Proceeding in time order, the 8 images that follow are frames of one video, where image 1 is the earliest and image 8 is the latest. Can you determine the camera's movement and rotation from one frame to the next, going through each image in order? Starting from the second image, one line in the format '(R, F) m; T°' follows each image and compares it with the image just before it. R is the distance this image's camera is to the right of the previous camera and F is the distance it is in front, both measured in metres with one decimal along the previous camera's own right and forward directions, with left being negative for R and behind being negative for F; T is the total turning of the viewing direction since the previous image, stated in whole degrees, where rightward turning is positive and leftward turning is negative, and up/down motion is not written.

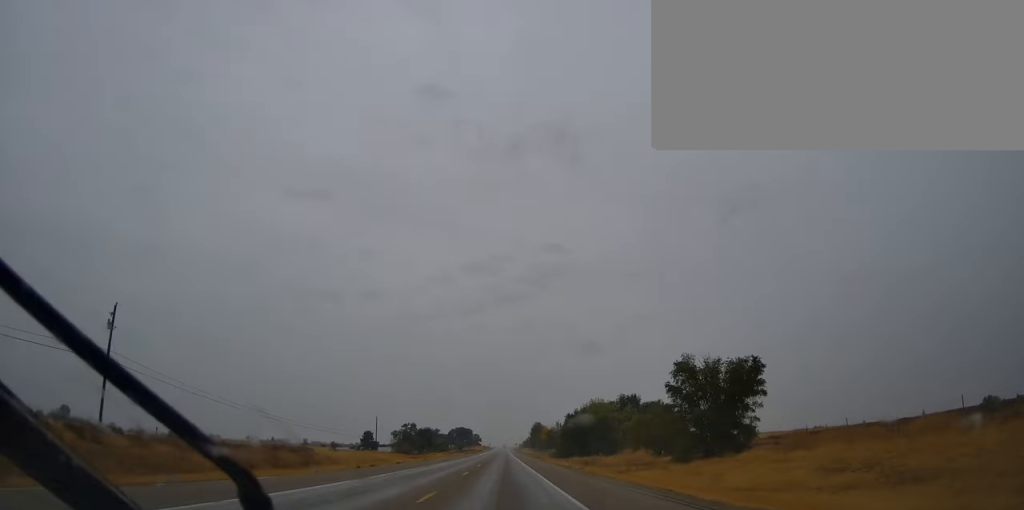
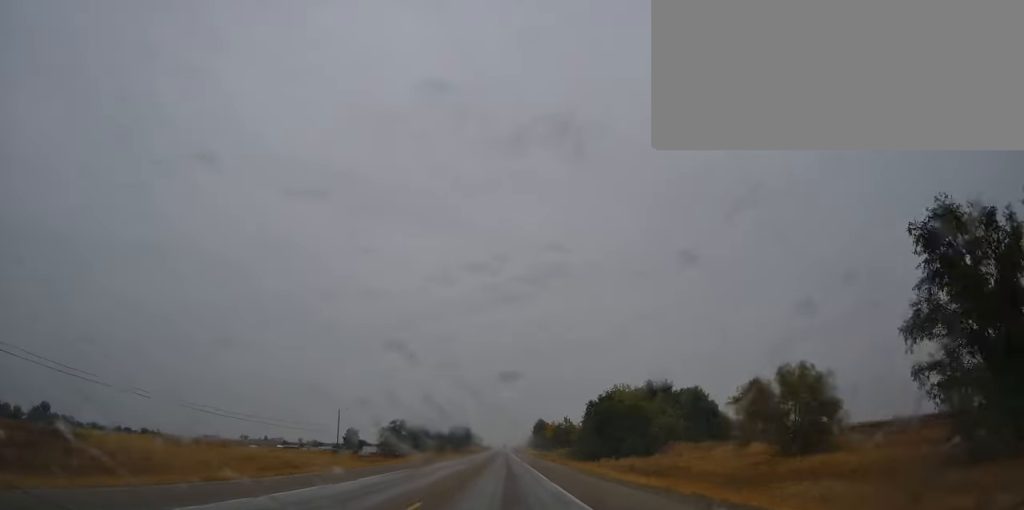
(0.0, +34.4) m; 0°
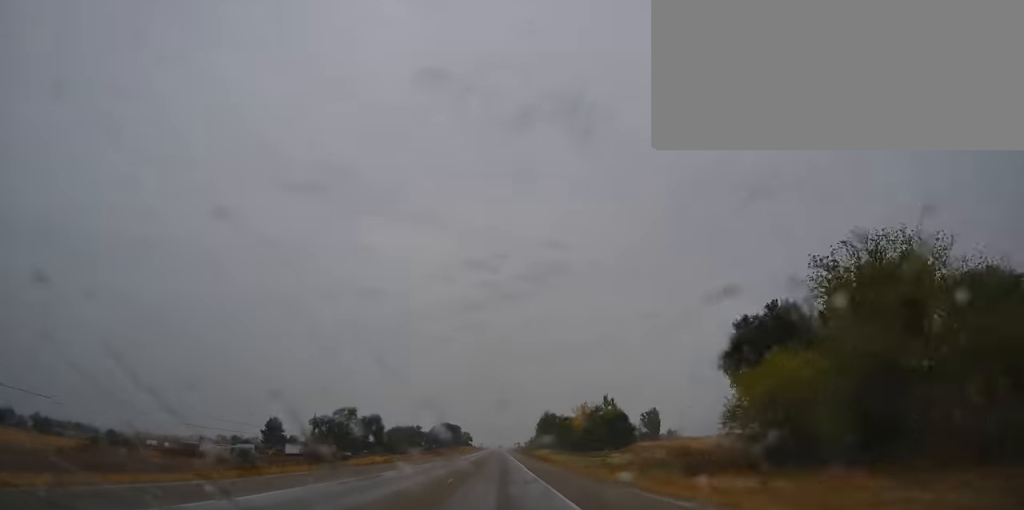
(-1.0, +93.7) m; -1°
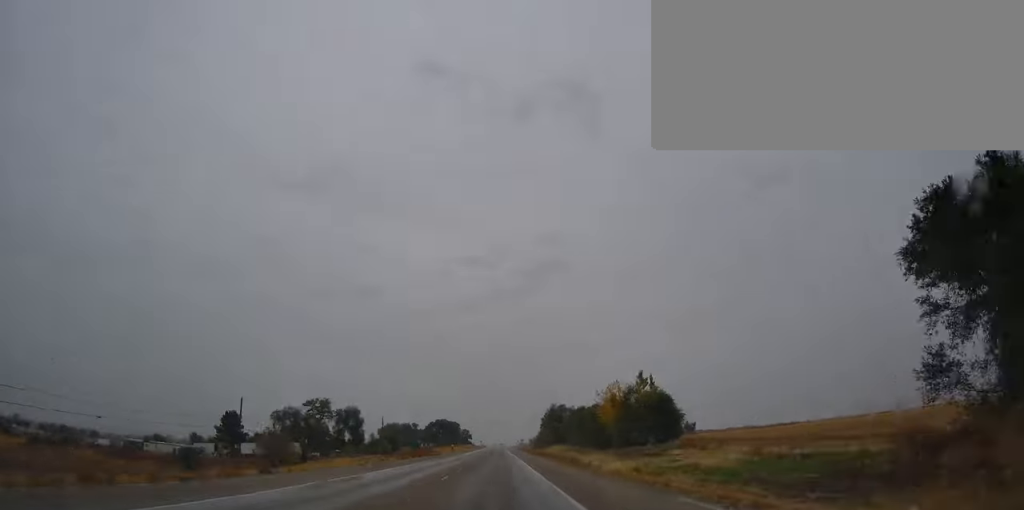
(0.0, +32.7) m; 0°
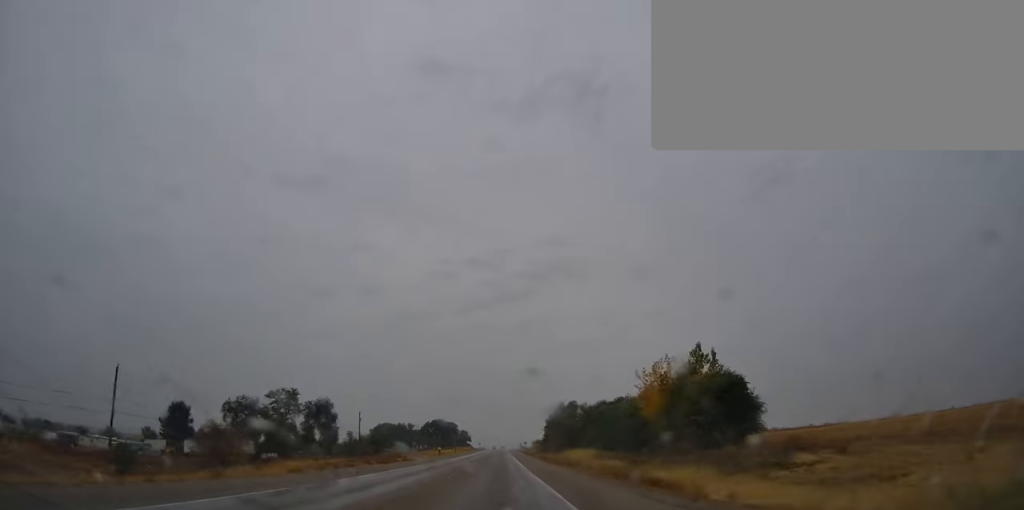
(+0.1, +28.6) m; 0°
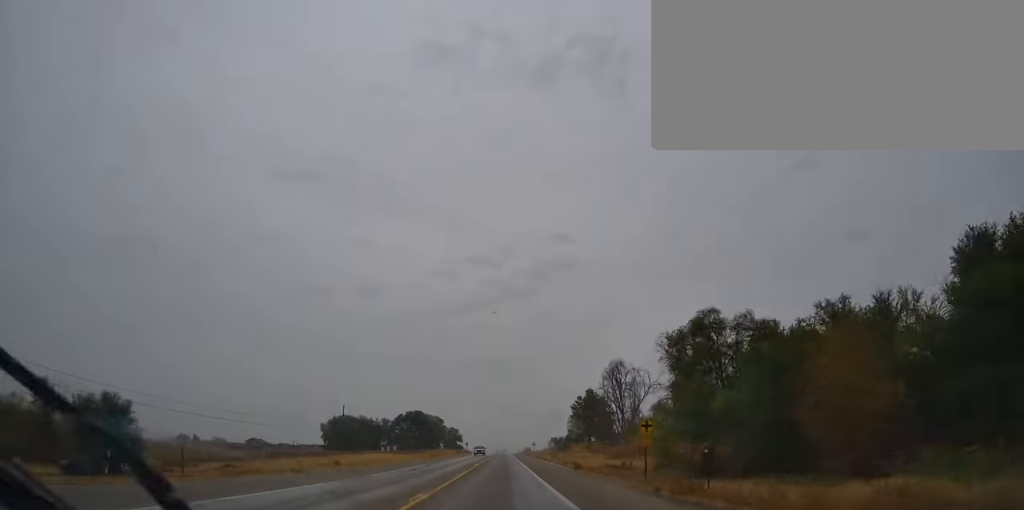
(-0.3, +117.3) m; 0°
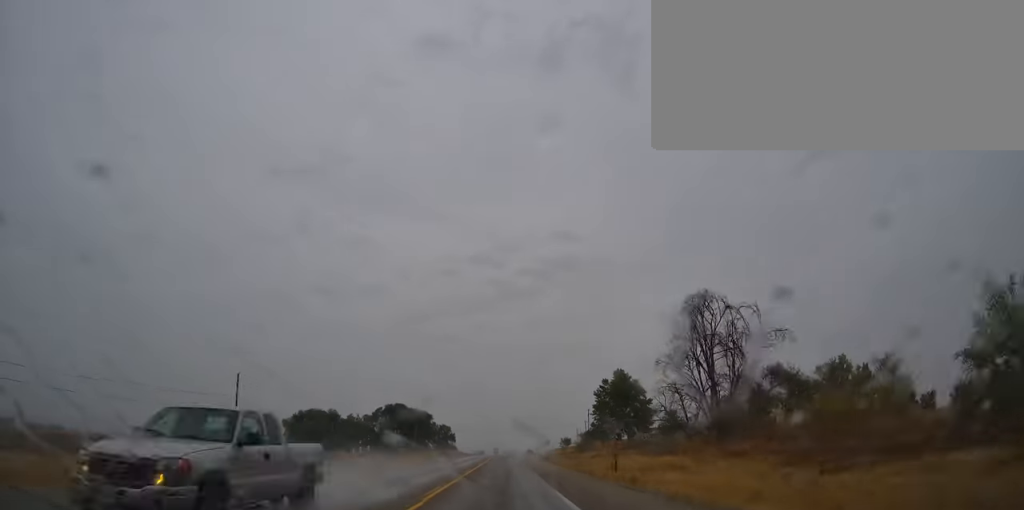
(+0.2, +53.8) m; 0°
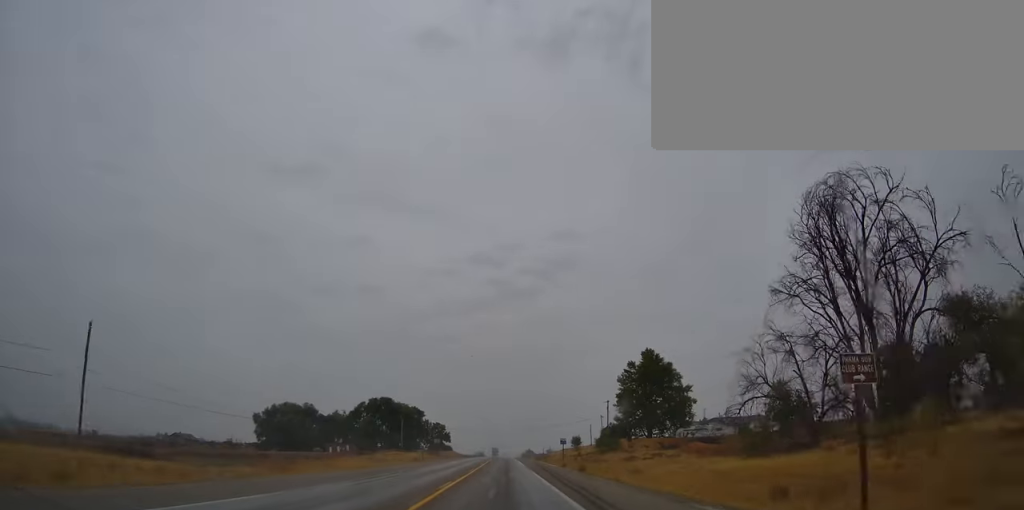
(0.0, +31.7) m; 0°
